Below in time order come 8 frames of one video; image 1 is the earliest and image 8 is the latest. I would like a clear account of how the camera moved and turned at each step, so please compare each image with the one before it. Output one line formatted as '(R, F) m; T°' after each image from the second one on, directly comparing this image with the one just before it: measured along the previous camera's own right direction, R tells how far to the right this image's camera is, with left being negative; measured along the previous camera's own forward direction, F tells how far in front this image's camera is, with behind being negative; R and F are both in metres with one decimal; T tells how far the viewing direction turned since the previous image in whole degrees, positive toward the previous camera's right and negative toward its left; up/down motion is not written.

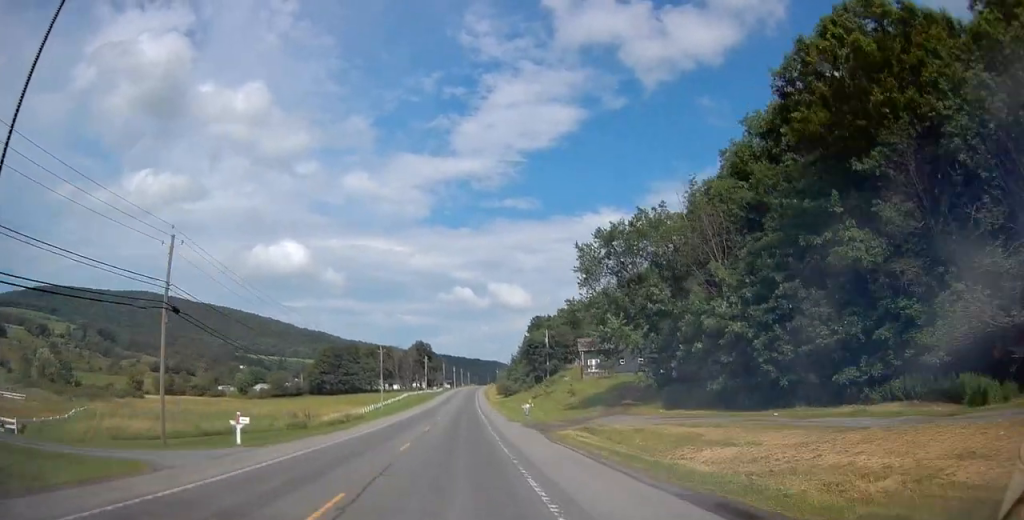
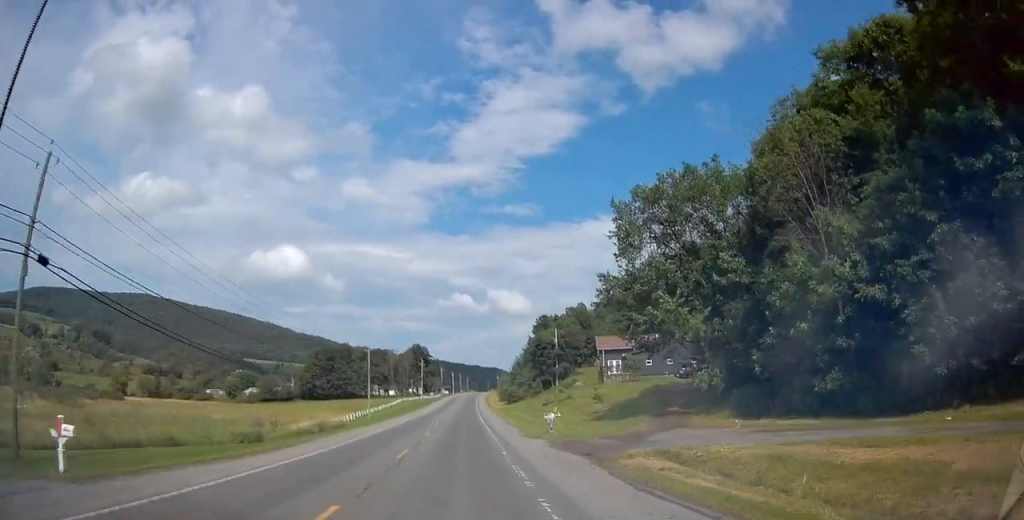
(+0.1, +13.3) m; 0°
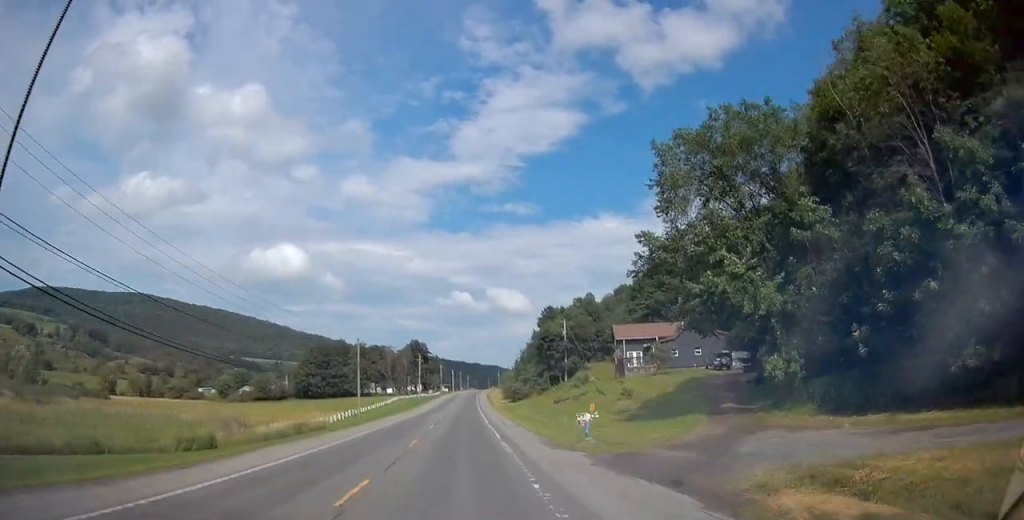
(0.0, +9.6) m; 0°
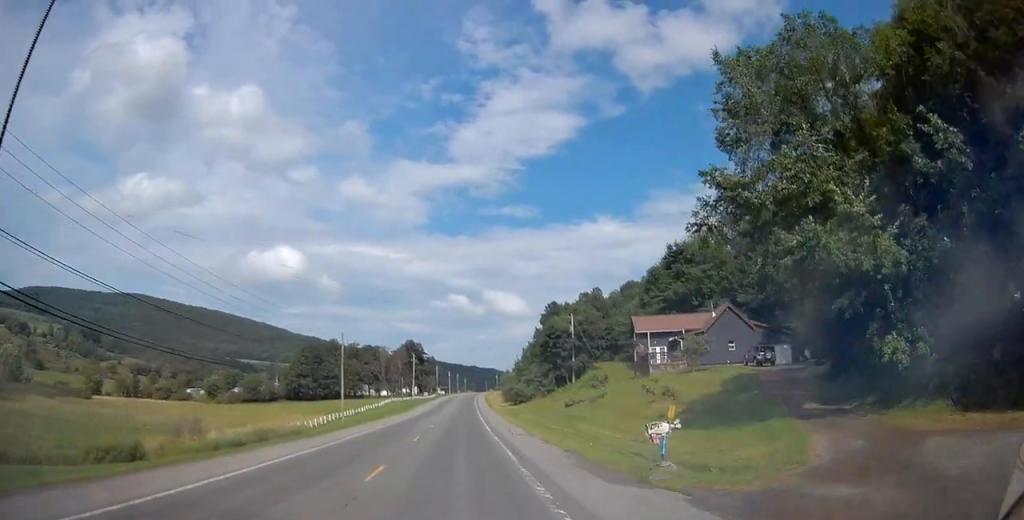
(-0.1, +9.6) m; 0°
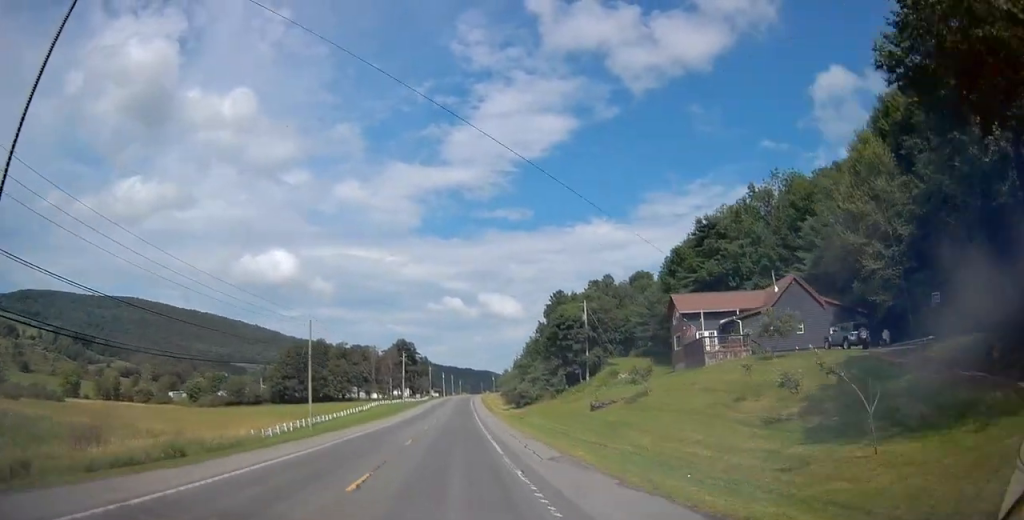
(+0.2, +14.0) m; +1°
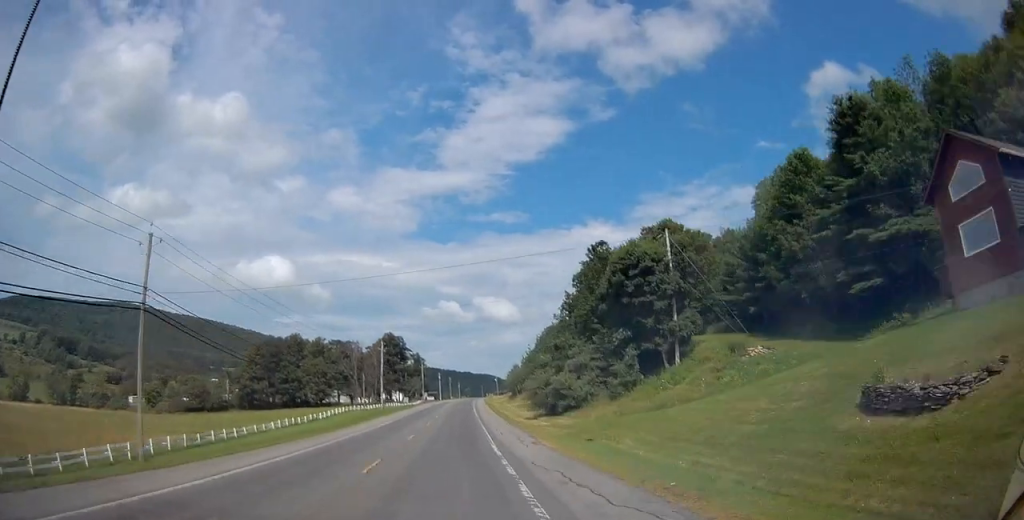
(+0.5, +34.0) m; 0°
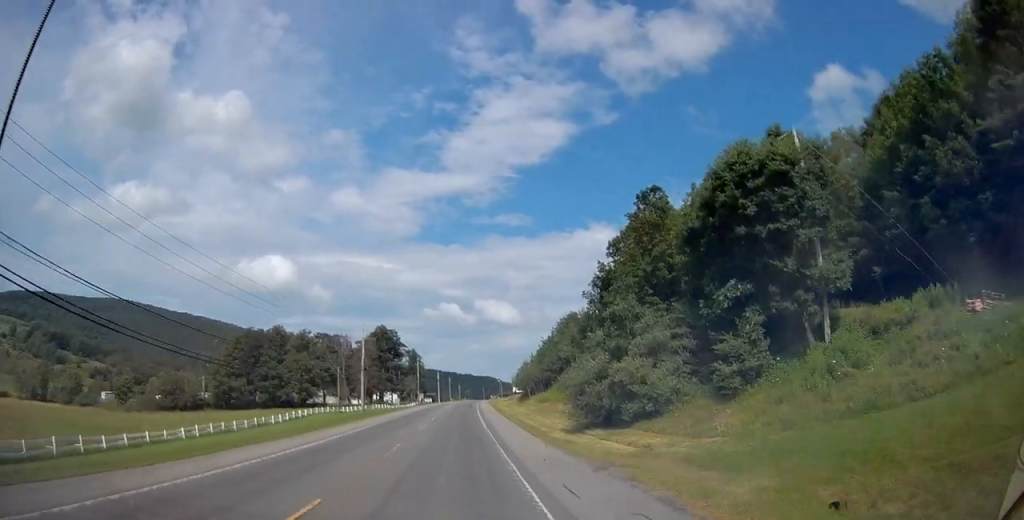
(-0.4, +20.1) m; 0°
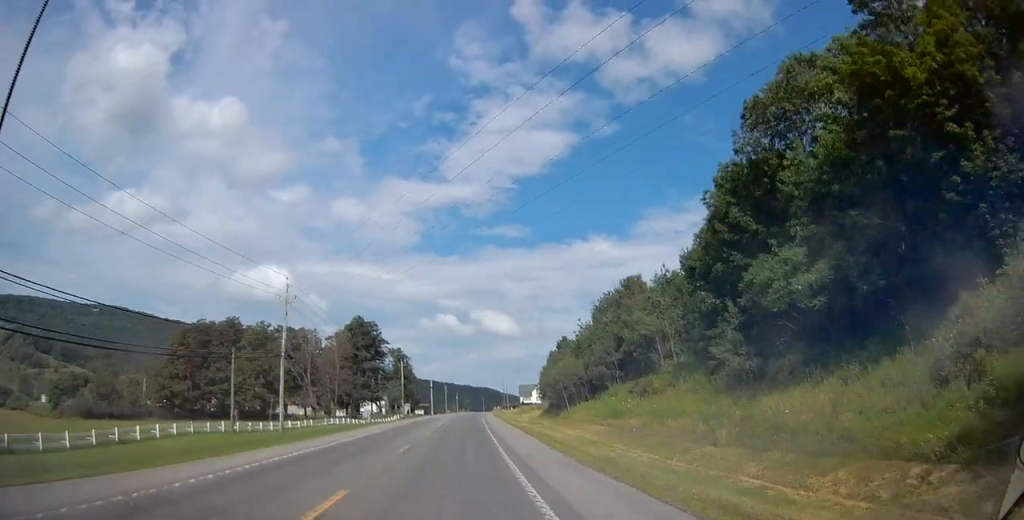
(+0.3, +35.7) m; +1°
